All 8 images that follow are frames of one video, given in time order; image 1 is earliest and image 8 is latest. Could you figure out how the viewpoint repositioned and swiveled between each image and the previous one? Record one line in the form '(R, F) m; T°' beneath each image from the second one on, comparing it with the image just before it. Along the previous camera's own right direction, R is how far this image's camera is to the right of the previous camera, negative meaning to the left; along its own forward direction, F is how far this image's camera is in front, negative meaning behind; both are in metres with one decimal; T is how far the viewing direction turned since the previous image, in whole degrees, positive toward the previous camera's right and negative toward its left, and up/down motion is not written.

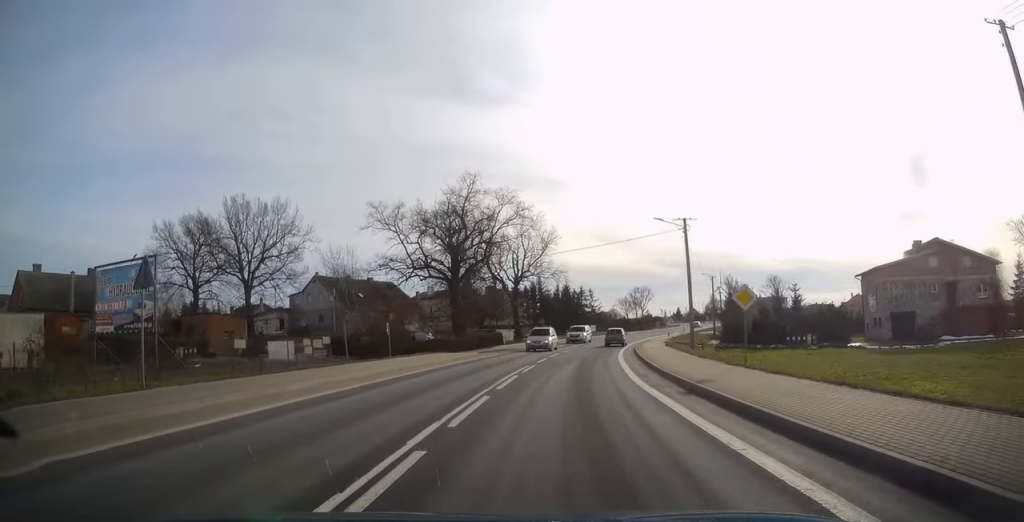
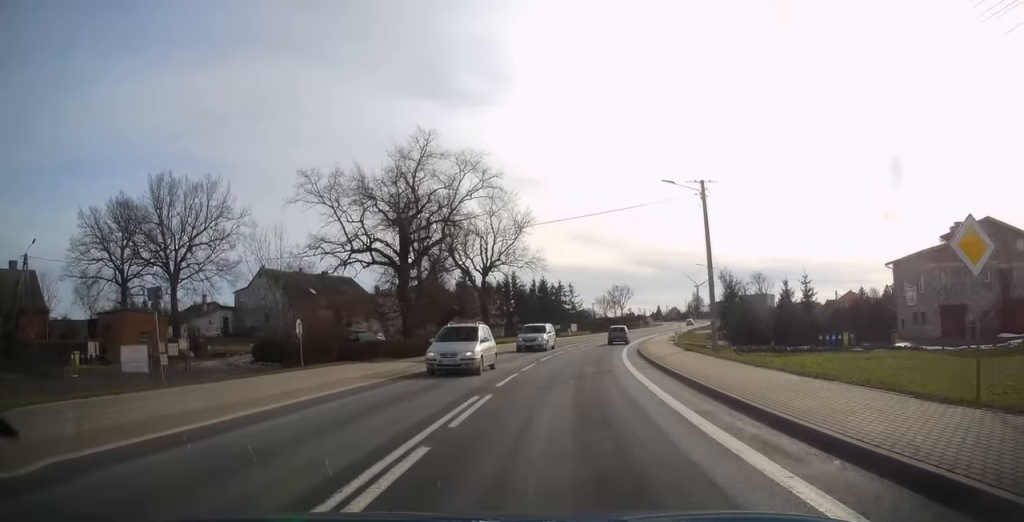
(+0.1, +11.4) m; +2°
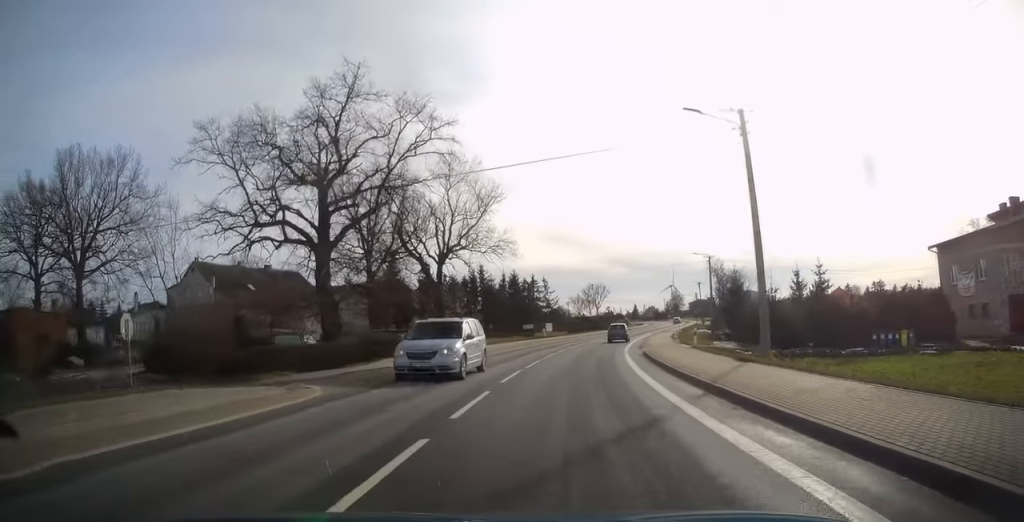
(+0.1, +11.4) m; +2°
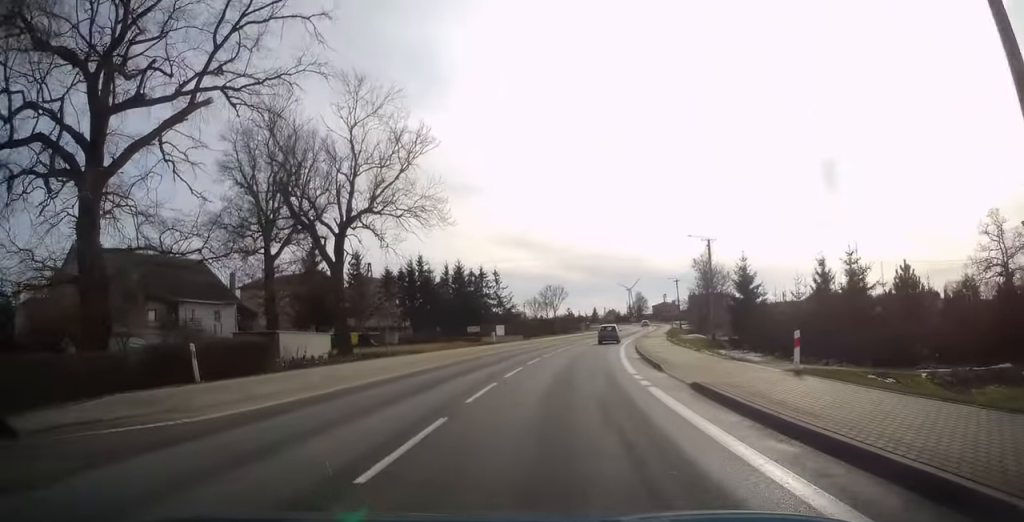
(+0.6, +15.9) m; +4°
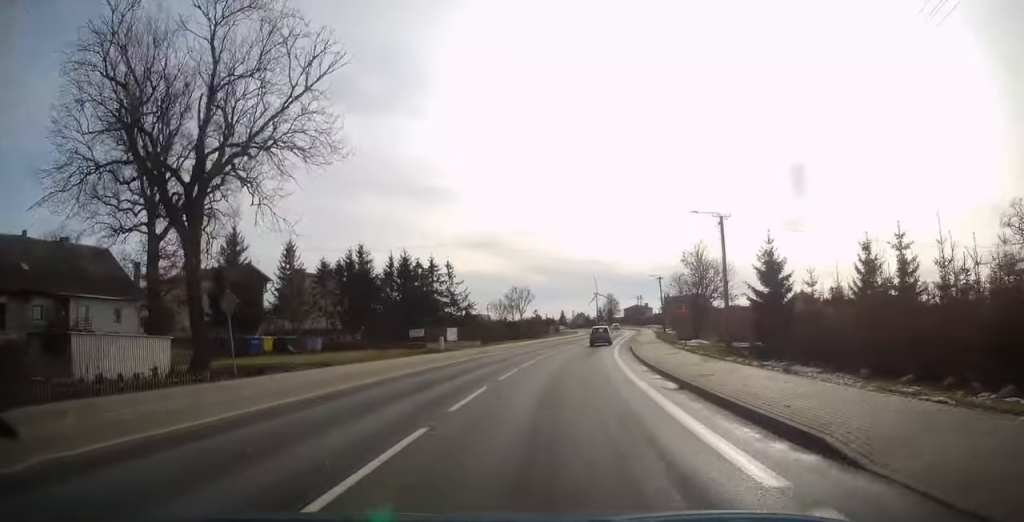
(+0.3, +12.8) m; +3°
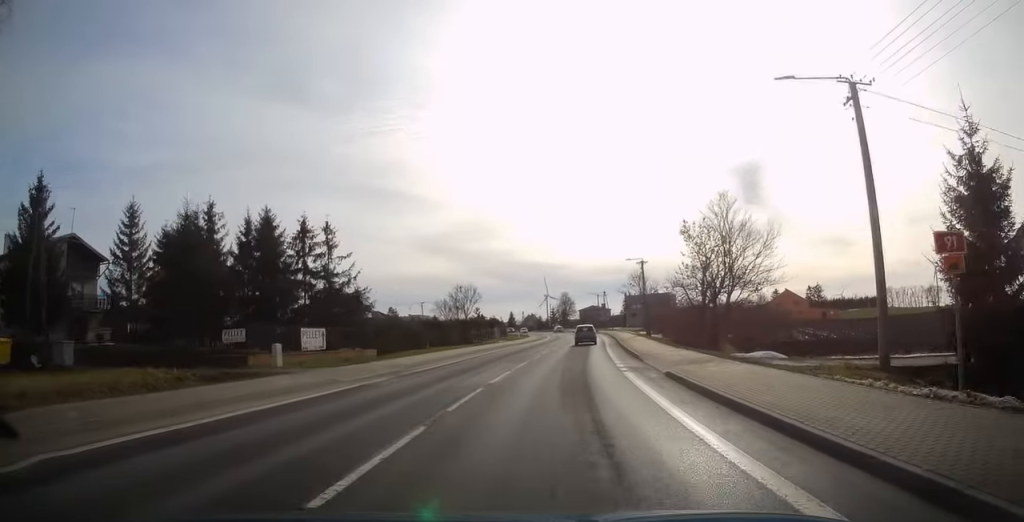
(+1.1, +23.5) m; +5°
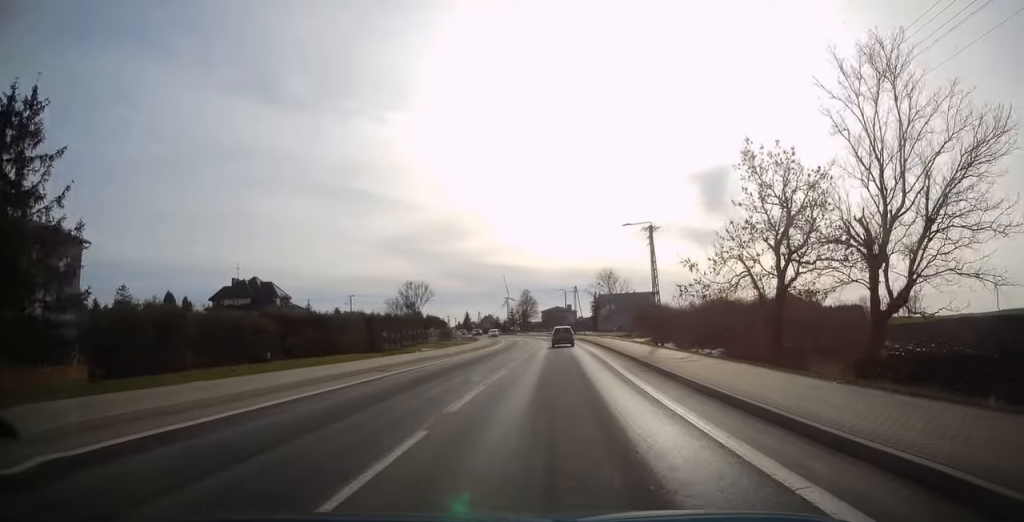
(+0.9, +24.1) m; +5°
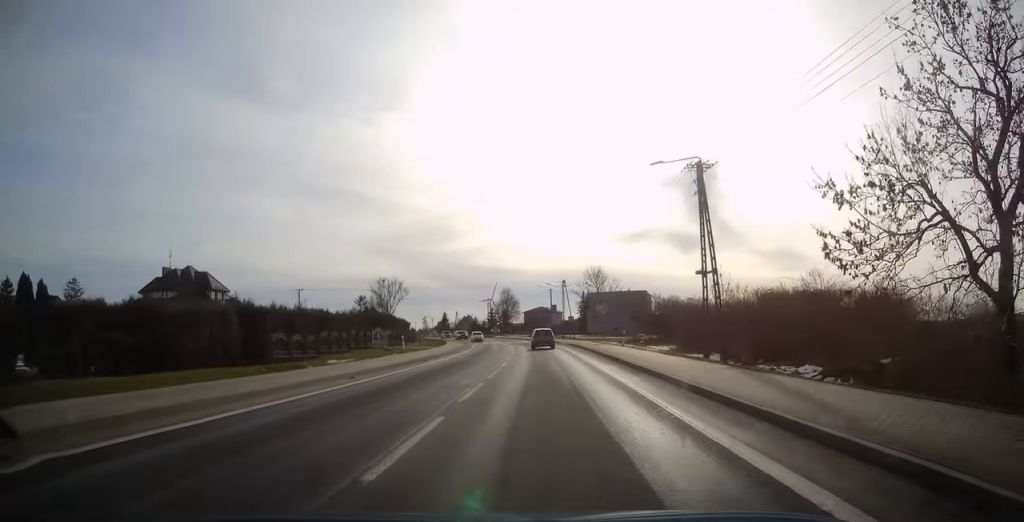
(+0.4, +16.4) m; +2°
